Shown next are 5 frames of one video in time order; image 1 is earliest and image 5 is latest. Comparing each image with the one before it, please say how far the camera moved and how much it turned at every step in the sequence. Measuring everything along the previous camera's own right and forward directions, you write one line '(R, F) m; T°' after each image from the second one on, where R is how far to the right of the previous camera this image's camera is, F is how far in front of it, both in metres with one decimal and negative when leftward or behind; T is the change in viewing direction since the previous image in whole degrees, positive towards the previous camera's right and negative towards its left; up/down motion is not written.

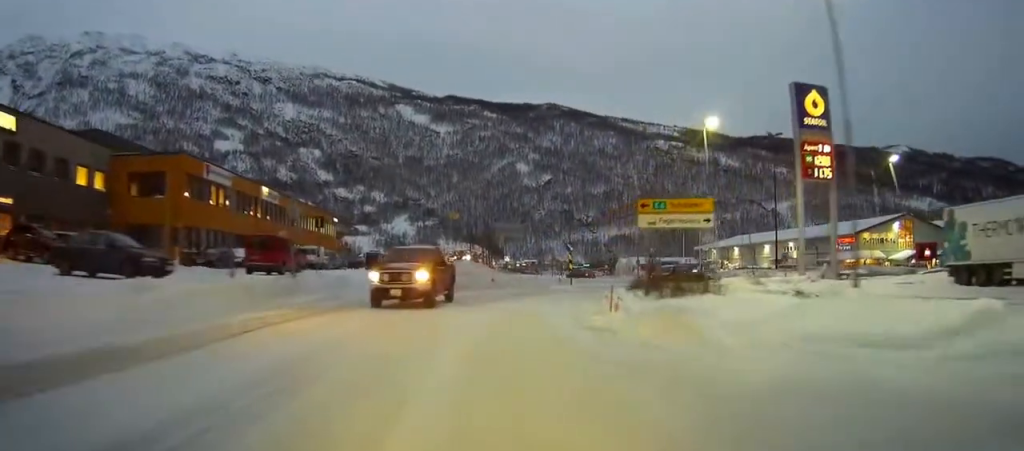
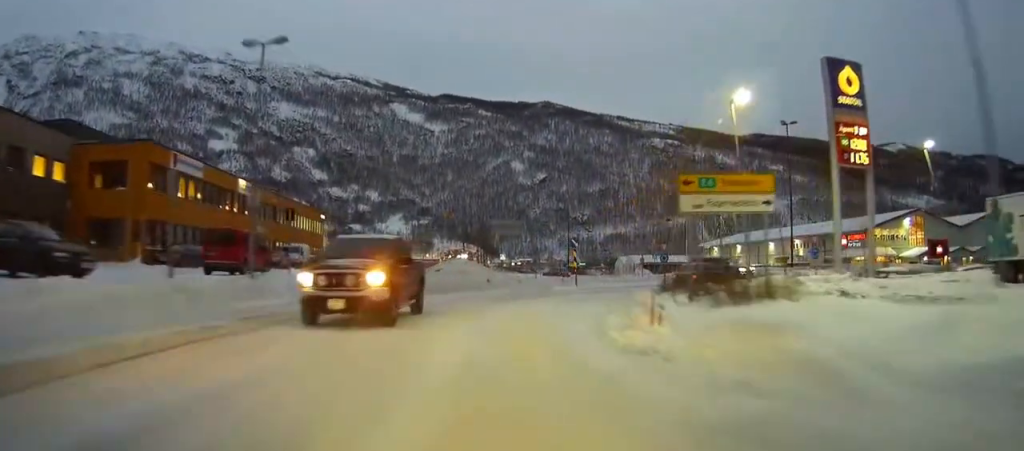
(0.0, +3.9) m; 0°
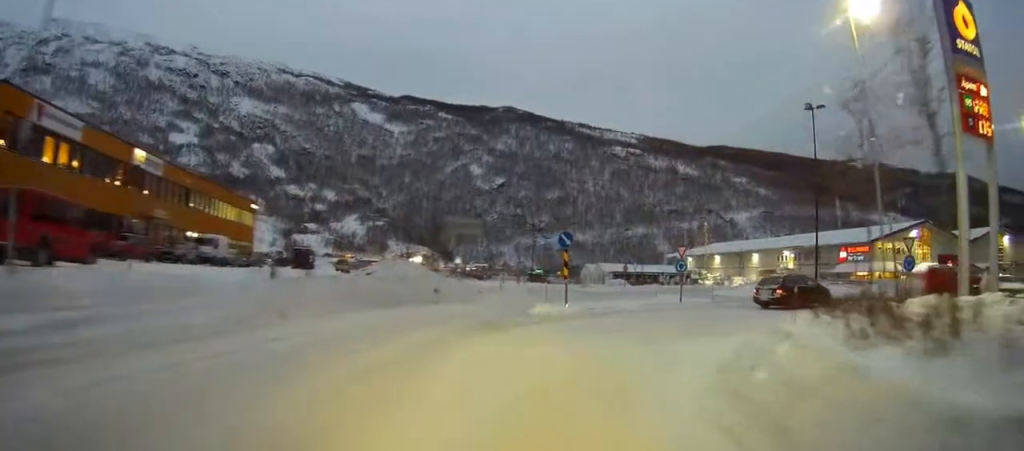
(+0.4, +10.8) m; +9°
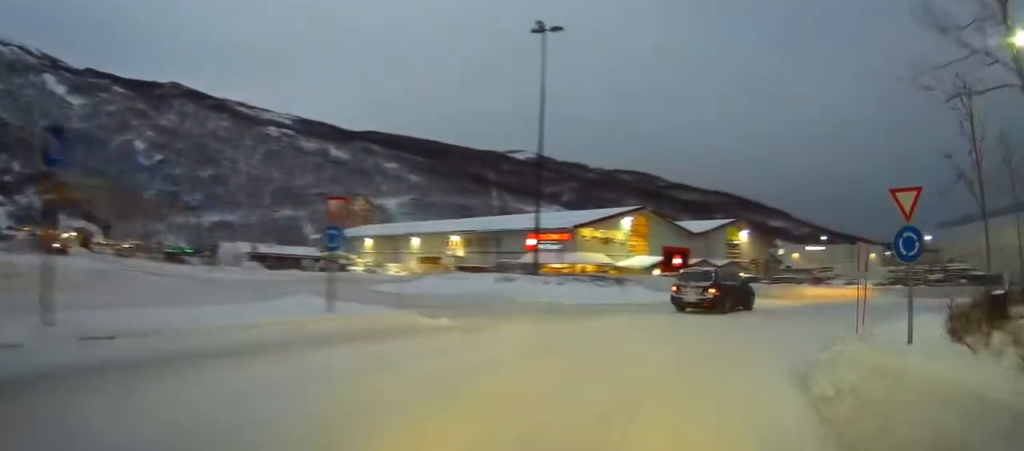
(+3.1, +14.2) m; +26°
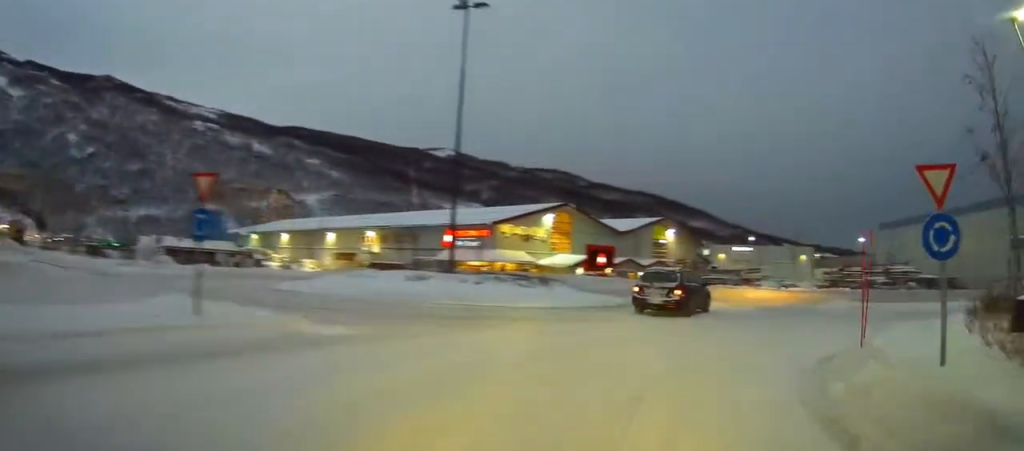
(0.0, +2.8) m; +6°
